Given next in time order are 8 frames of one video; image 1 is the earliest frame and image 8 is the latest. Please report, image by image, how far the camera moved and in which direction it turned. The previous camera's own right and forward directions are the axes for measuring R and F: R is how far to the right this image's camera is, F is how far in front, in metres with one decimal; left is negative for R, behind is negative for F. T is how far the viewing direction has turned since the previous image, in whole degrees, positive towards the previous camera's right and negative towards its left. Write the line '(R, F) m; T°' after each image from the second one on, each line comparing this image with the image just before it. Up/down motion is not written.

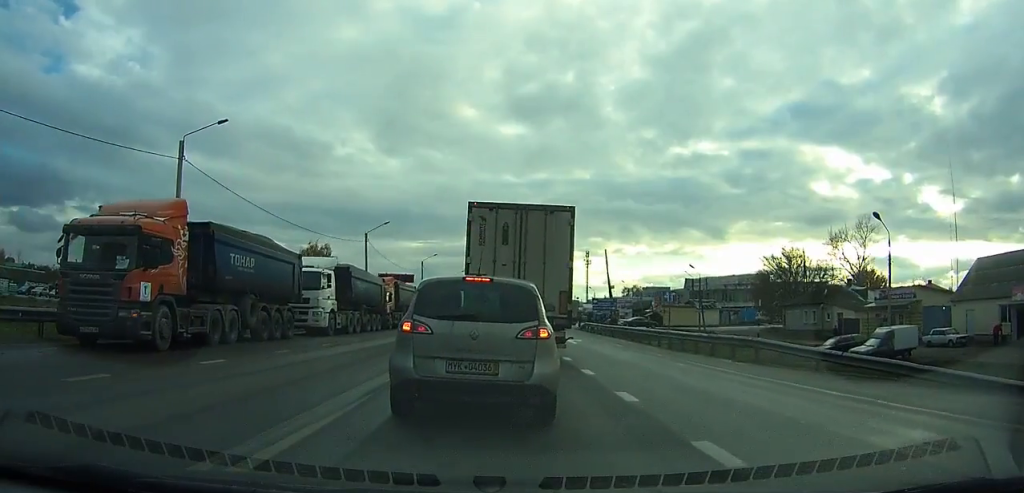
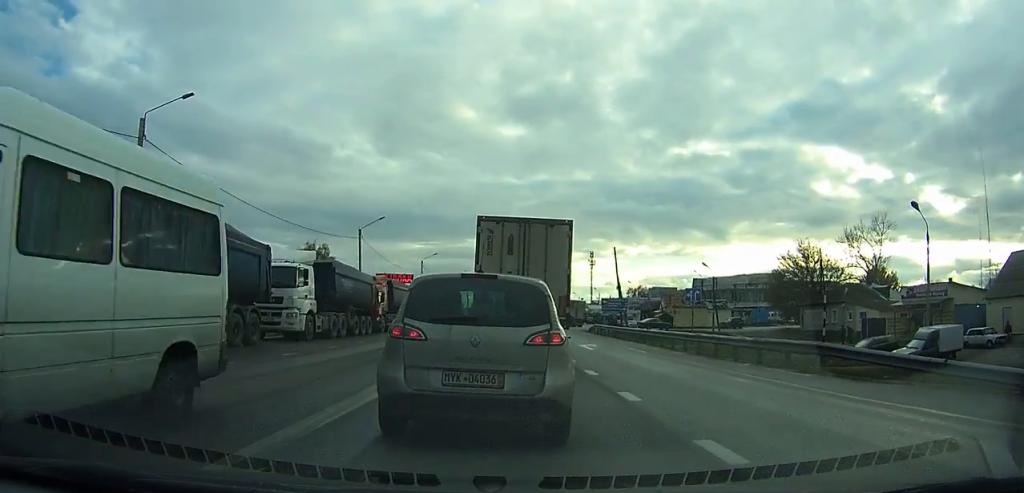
(0.0, +5.6) m; +1°
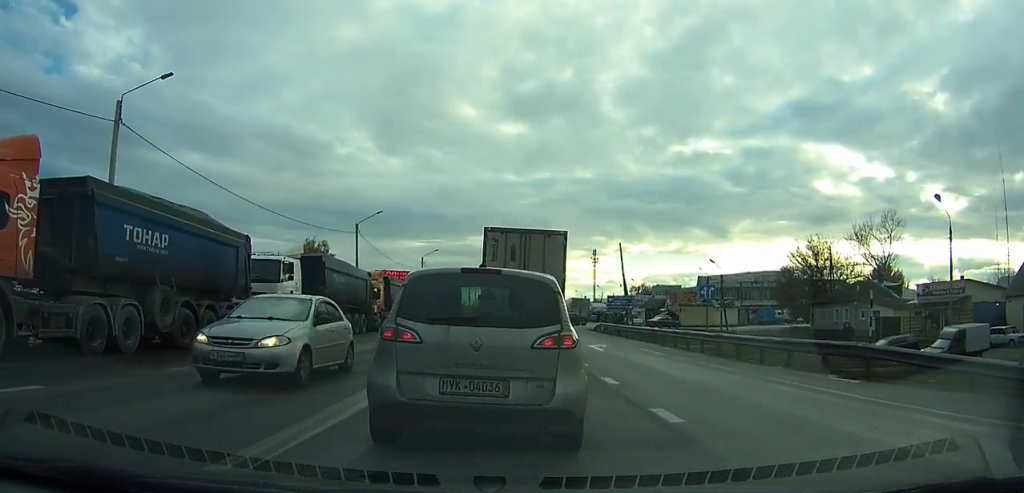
(0.0, +3.0) m; +1°
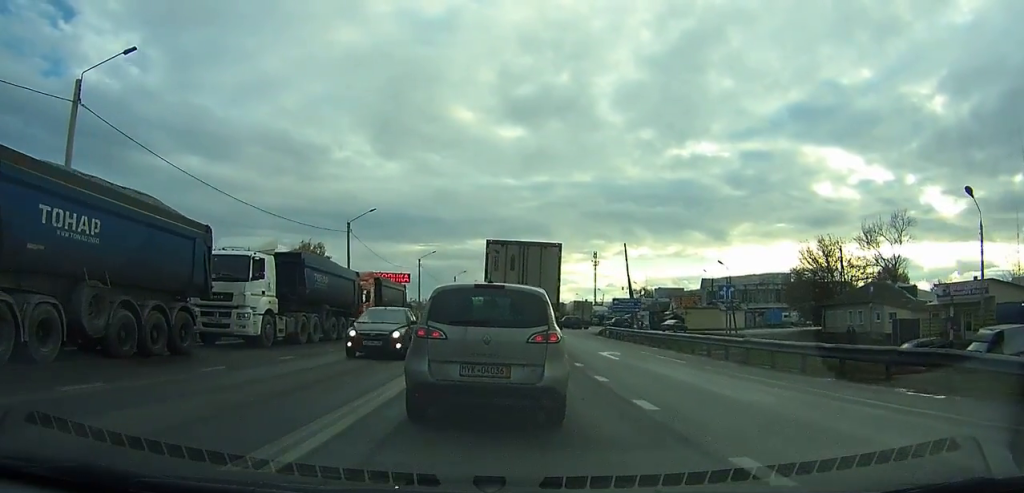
(0.0, +3.7) m; 0°
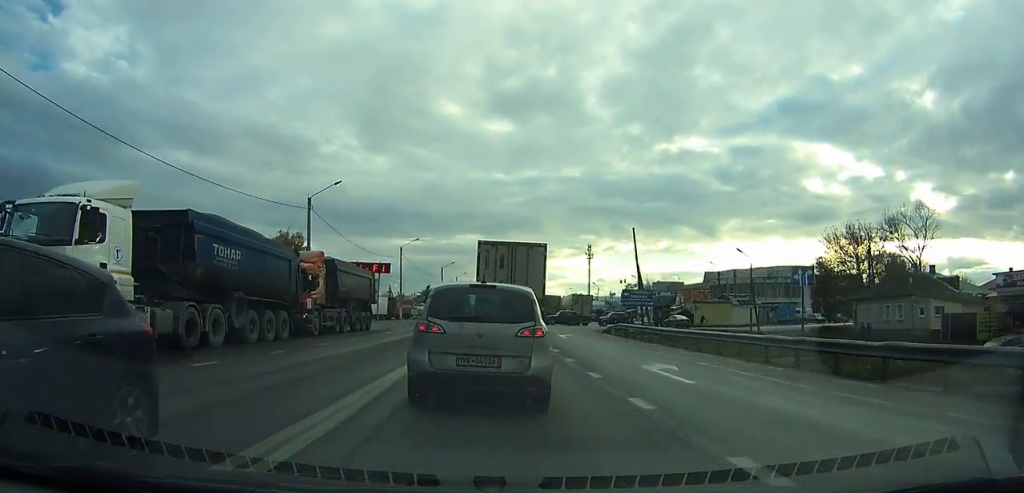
(0.0, +8.0) m; -1°
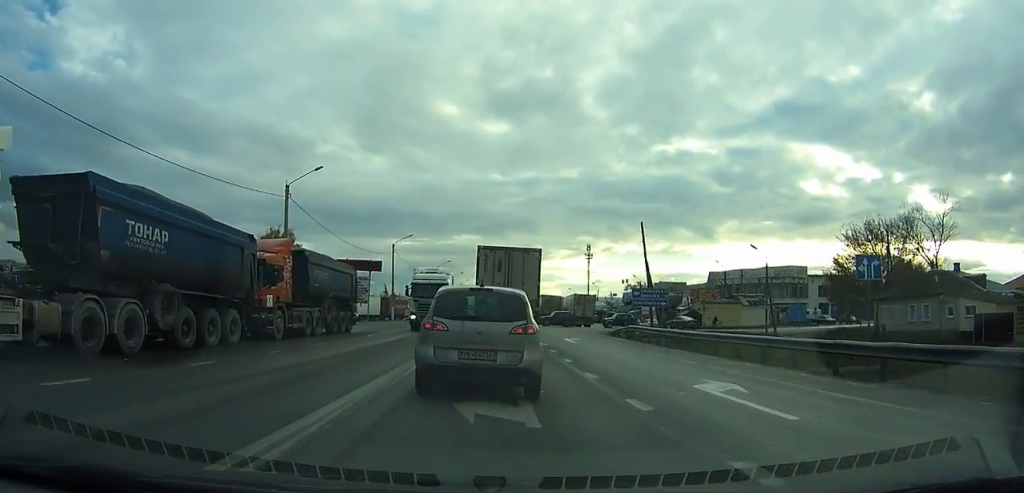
(+0.1, +3.7) m; -1°
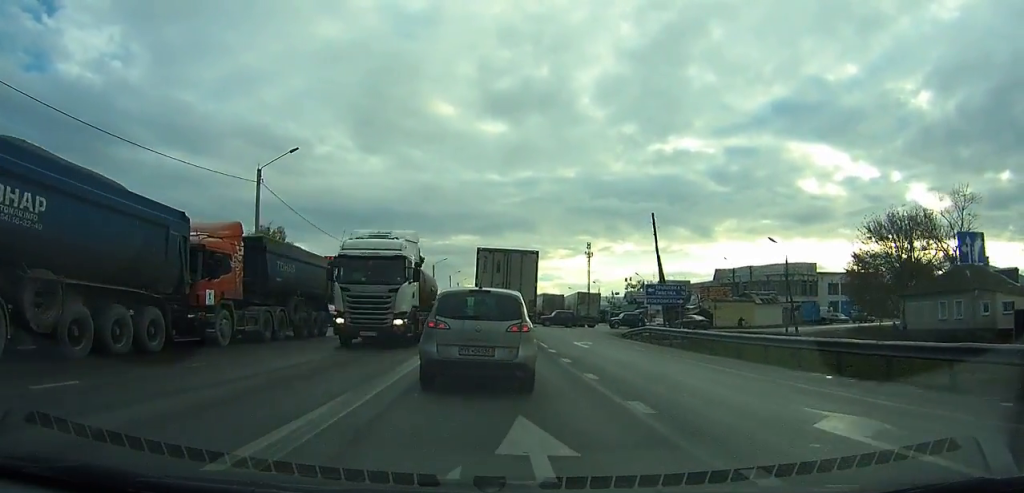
(-0.1, +4.4) m; 0°
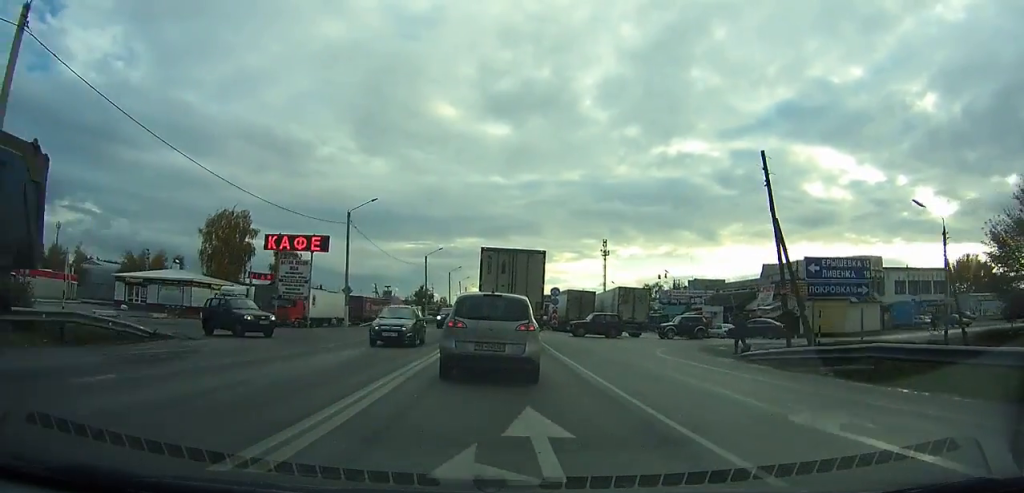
(+0.1, +17.3) m; 0°
